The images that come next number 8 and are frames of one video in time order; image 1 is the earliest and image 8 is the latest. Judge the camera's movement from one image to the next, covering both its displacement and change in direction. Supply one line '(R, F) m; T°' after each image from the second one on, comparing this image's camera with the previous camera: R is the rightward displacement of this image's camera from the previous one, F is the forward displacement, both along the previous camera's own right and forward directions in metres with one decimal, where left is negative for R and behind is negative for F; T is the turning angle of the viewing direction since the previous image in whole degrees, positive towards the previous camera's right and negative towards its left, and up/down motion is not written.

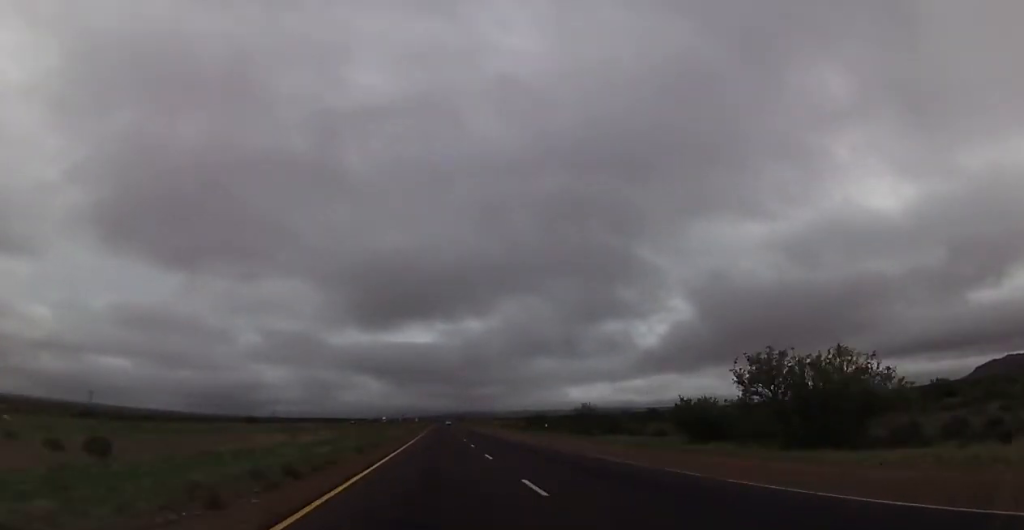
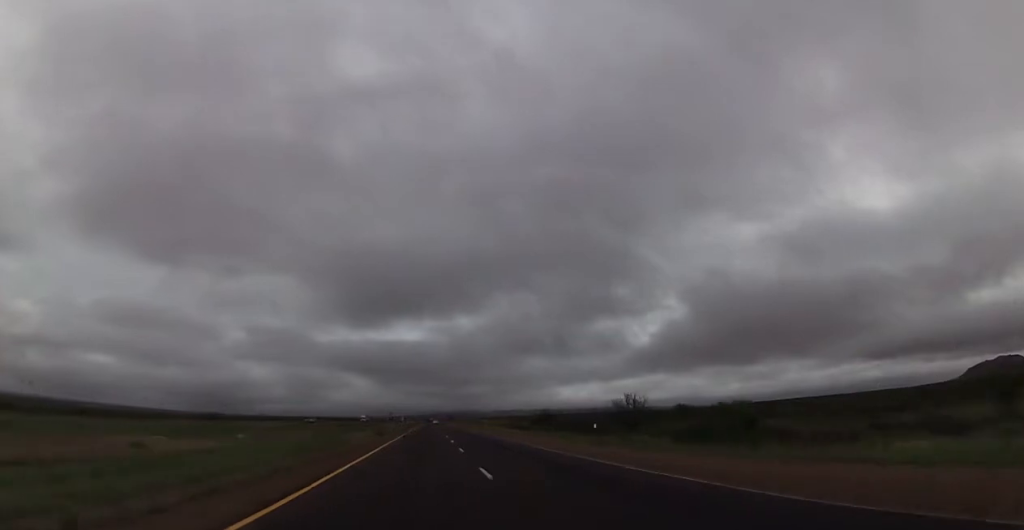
(+0.1, +32.9) m; +1°
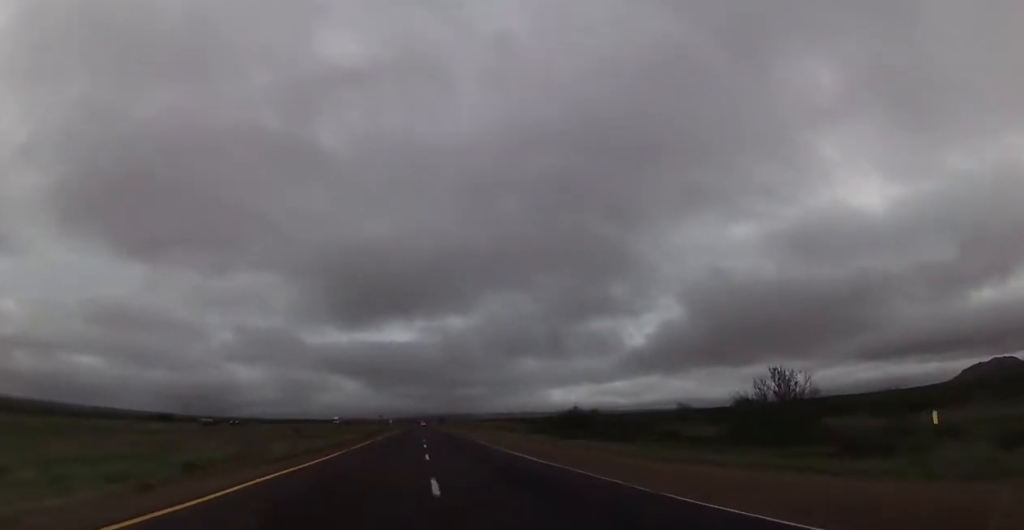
(+0.5, +39.9) m; +1°
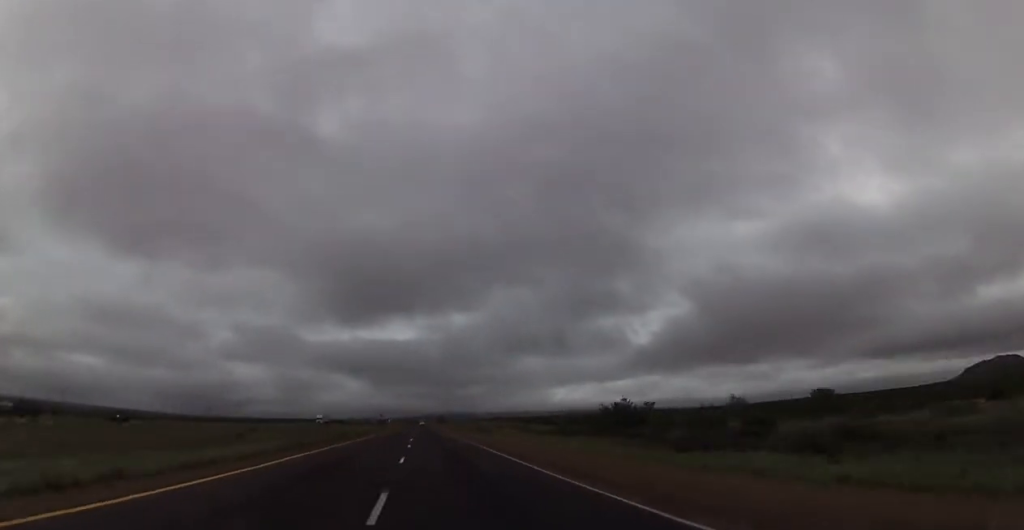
(0.0, +28.2) m; 0°
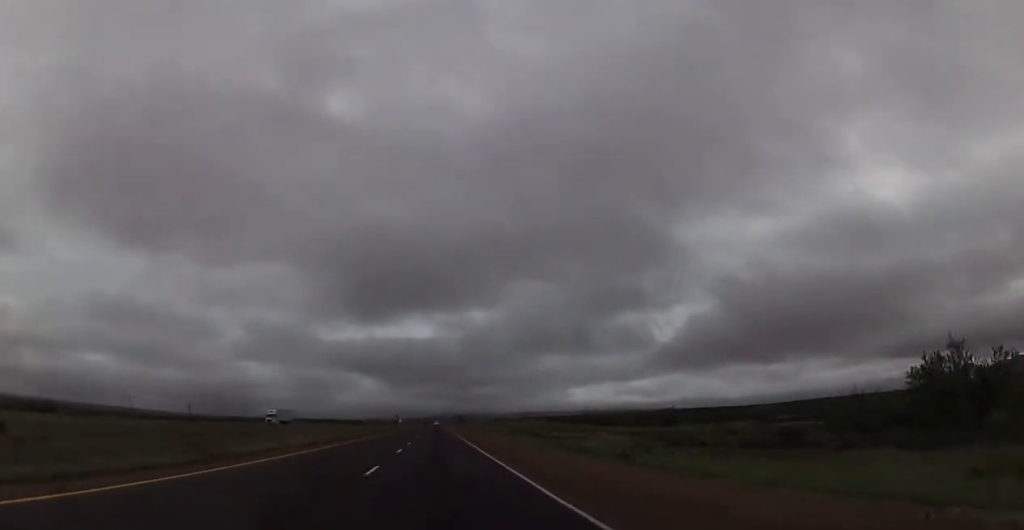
(0.0, +54.1) m; -1°
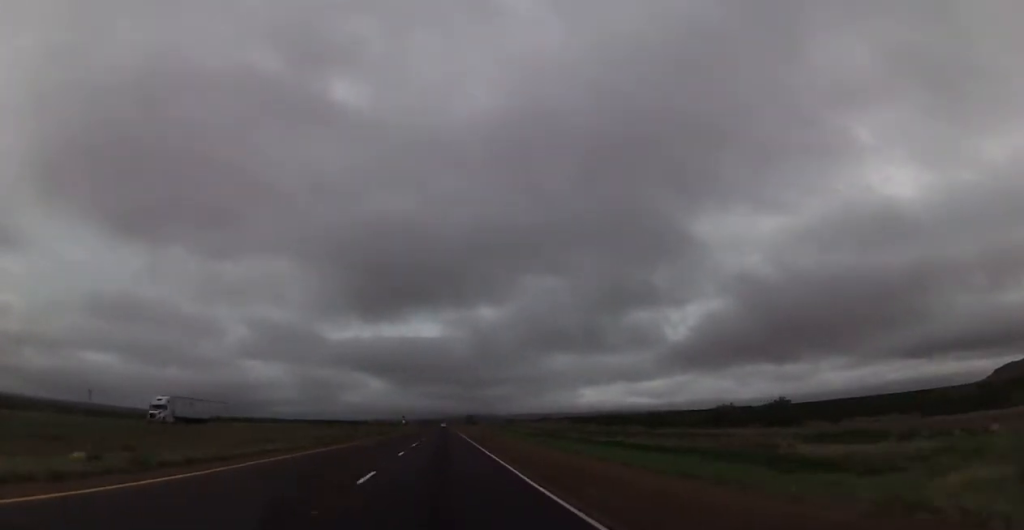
(-0.4, +38.8) m; -1°
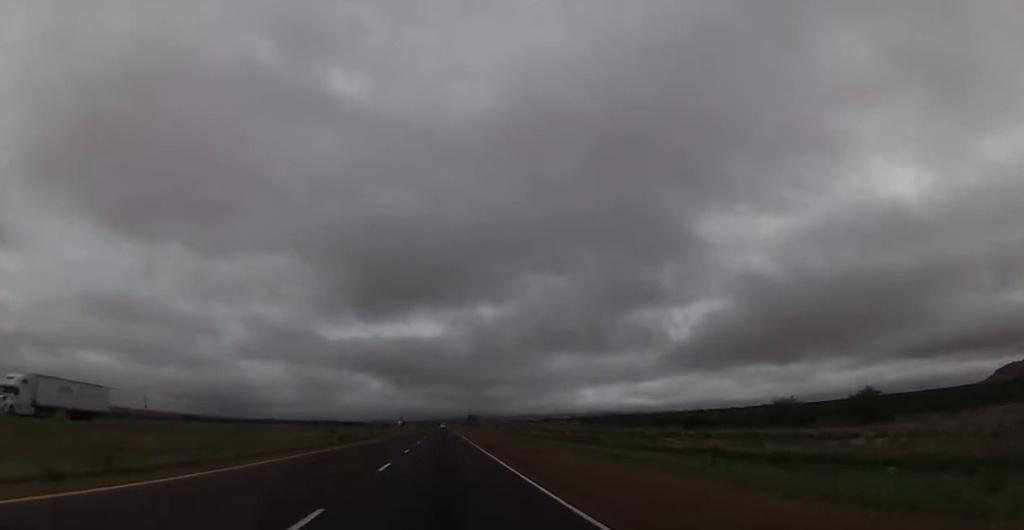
(-0.1, +20.0) m; 0°
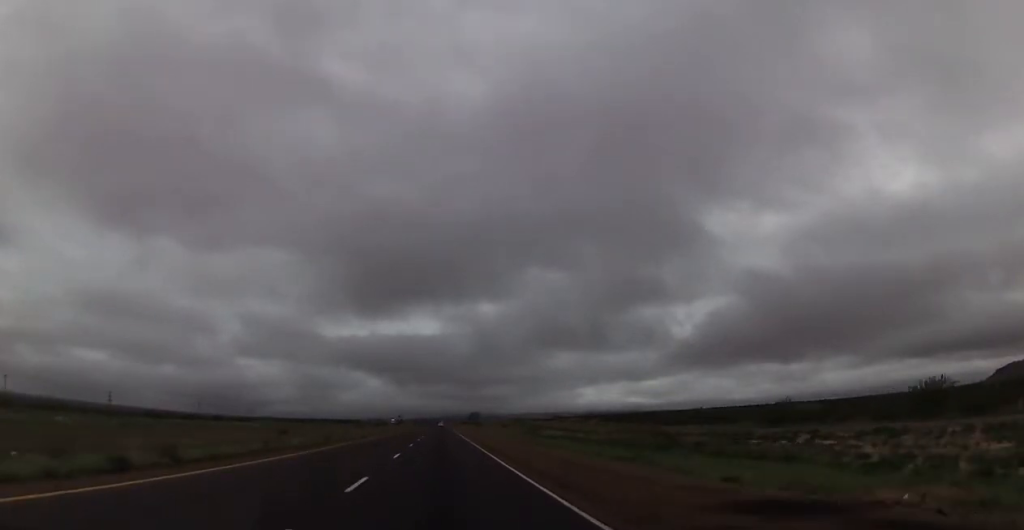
(0.0, +30.6) m; 0°
